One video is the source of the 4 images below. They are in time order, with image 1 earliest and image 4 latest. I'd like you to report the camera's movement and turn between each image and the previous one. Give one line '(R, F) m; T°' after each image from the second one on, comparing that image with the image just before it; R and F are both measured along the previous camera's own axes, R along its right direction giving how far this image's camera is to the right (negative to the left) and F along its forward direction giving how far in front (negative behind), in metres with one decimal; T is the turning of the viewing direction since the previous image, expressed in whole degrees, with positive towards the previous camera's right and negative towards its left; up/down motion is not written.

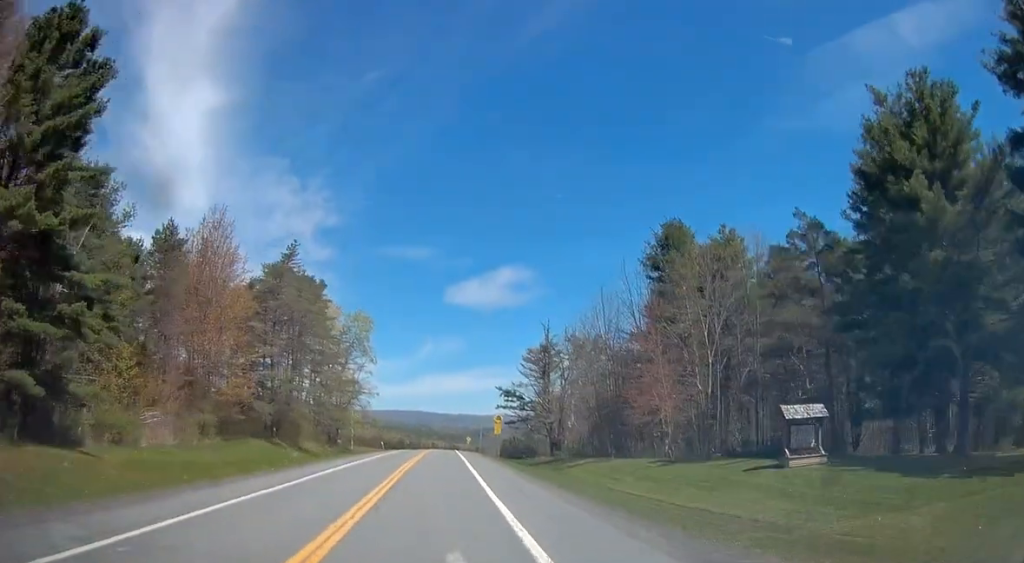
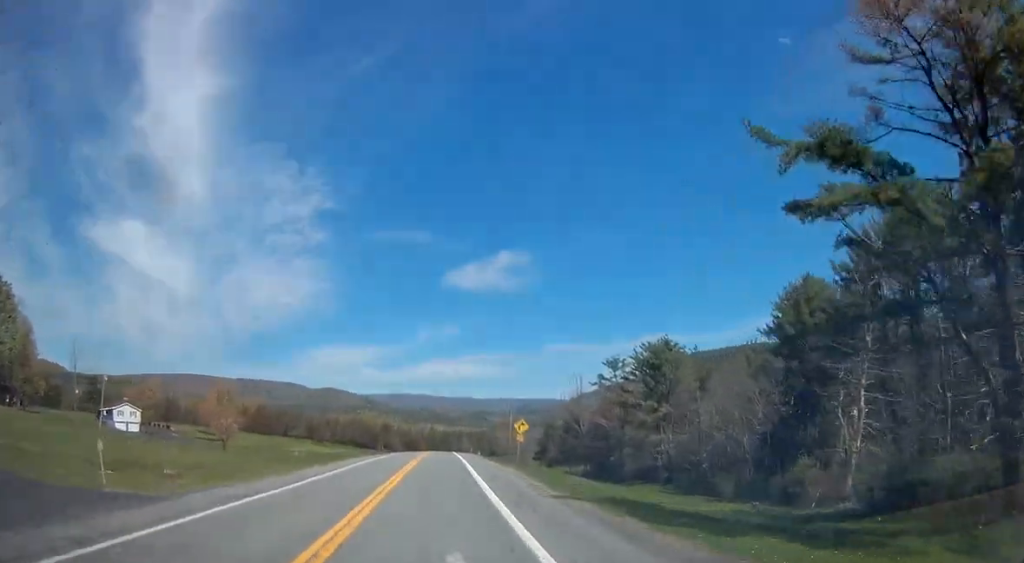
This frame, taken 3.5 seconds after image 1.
(+0.7, +92.2) m; +1°
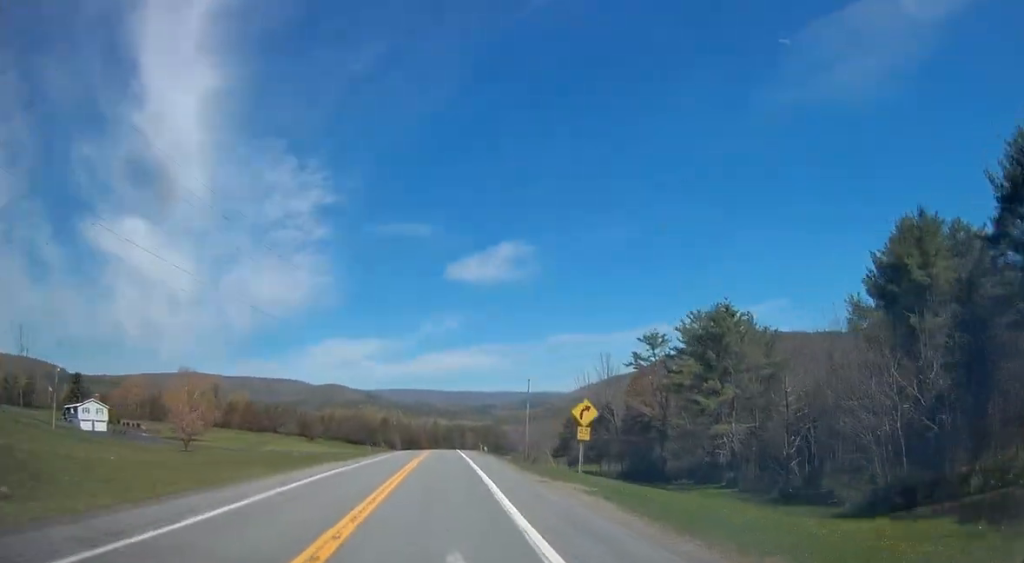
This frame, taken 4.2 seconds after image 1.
(0.0, +18.1) m; 0°
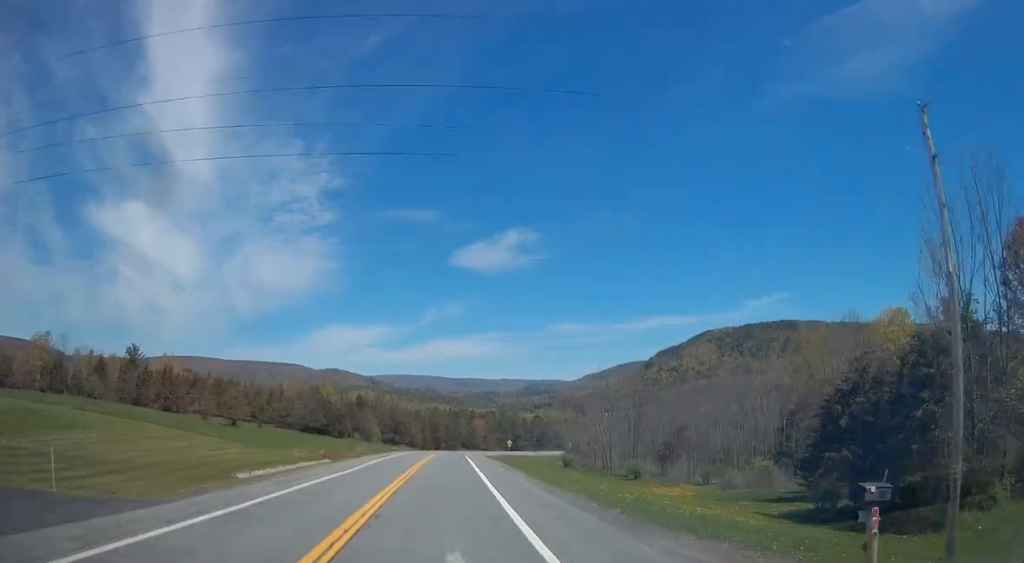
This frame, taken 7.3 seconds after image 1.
(-0.1, +78.1) m; 0°
